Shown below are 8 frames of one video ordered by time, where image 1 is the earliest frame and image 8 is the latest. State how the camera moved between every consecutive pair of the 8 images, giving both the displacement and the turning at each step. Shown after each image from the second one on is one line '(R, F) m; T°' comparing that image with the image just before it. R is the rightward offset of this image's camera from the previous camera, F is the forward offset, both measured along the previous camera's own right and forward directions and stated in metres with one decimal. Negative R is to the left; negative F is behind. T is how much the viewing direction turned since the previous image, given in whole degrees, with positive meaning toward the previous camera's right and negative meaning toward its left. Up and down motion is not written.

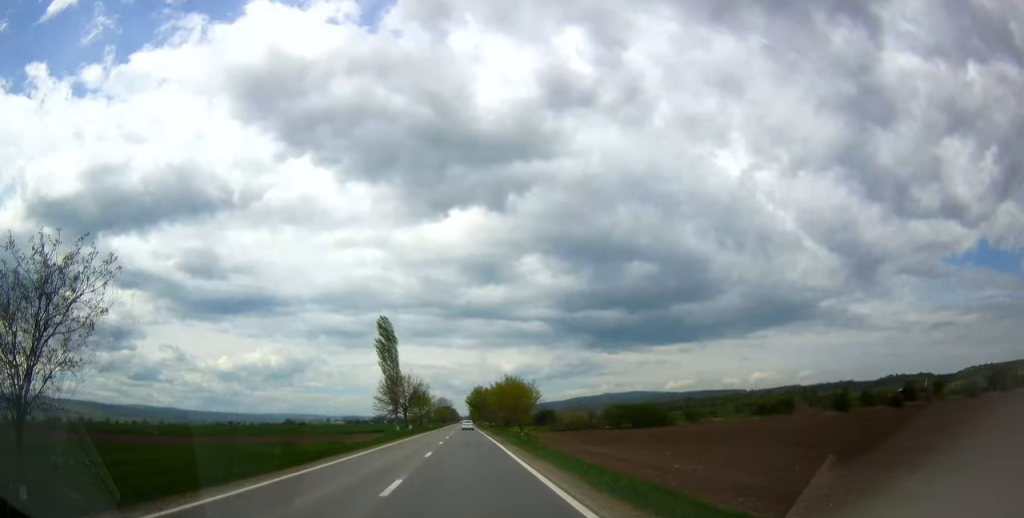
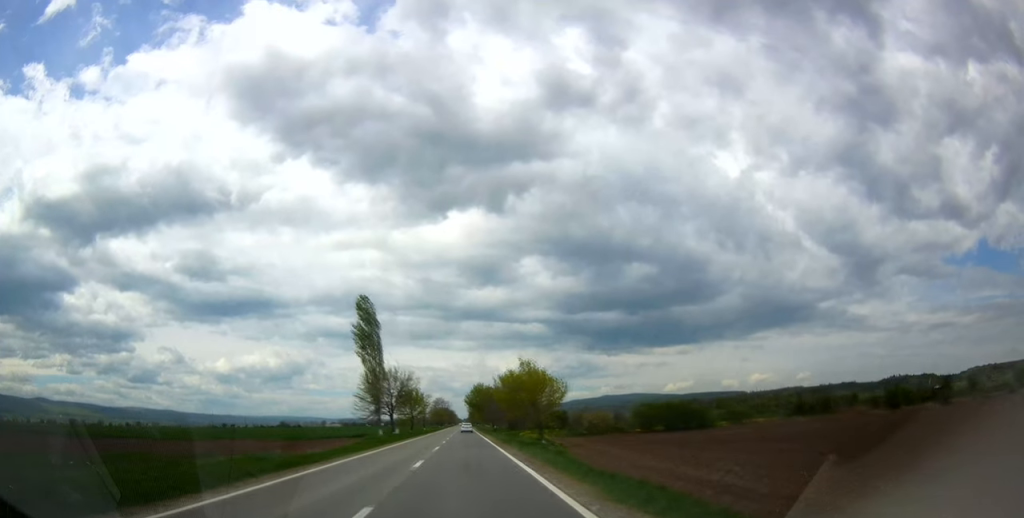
(-0.1, +17.0) m; 0°
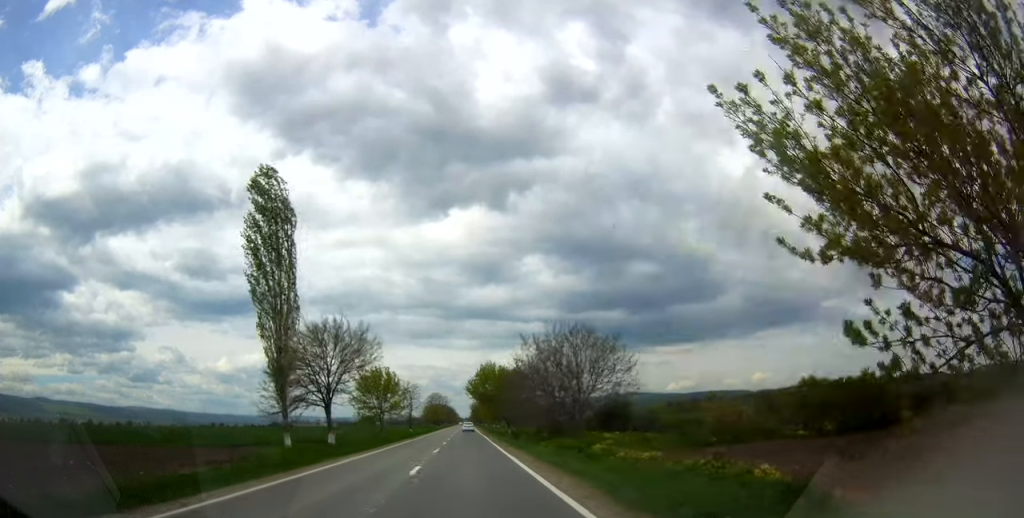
(+0.3, +39.0) m; +1°
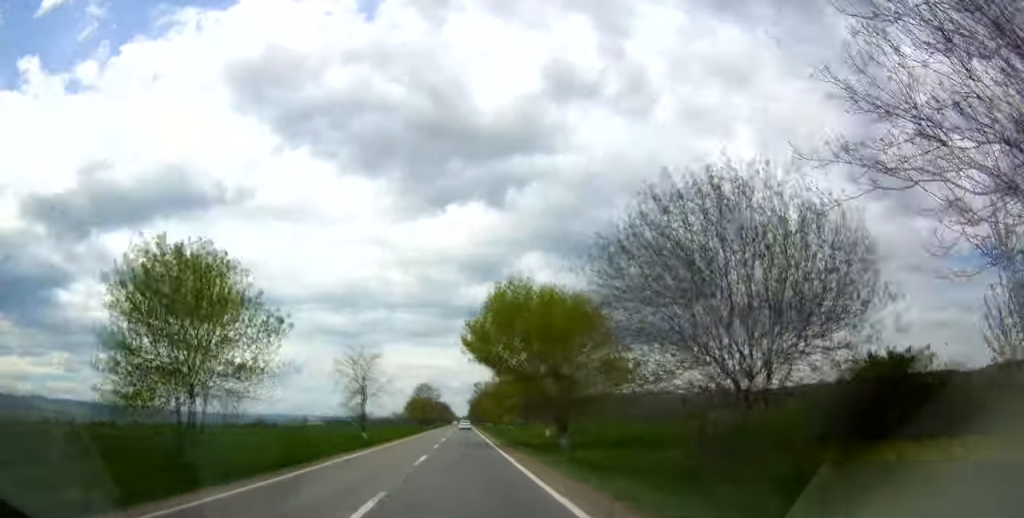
(-0.1, +44.9) m; -1°
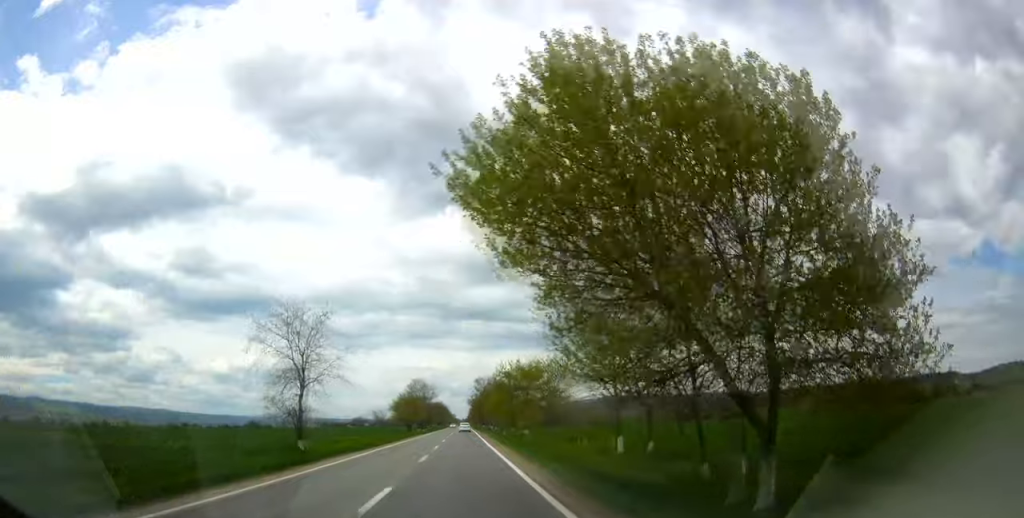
(0.0, +21.8) m; 0°
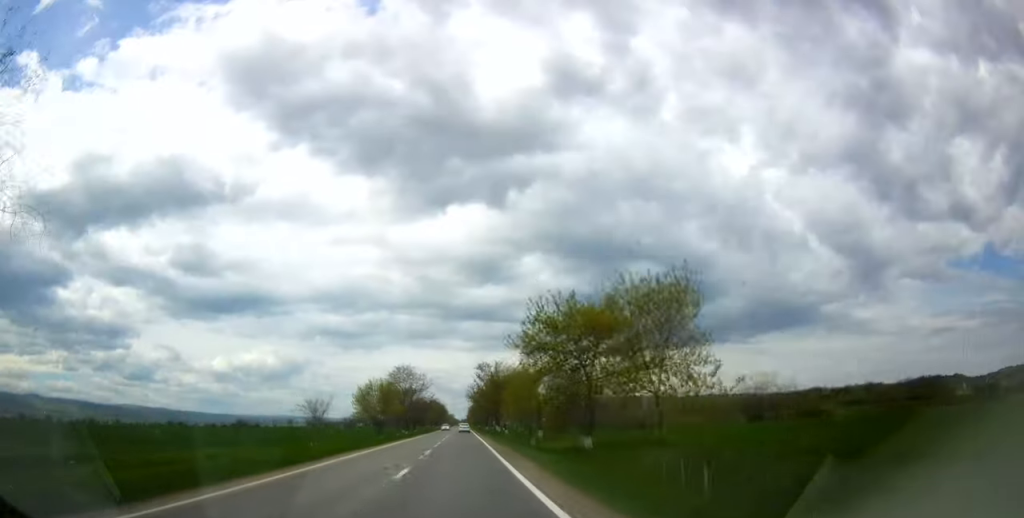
(0.0, +31.4) m; 0°
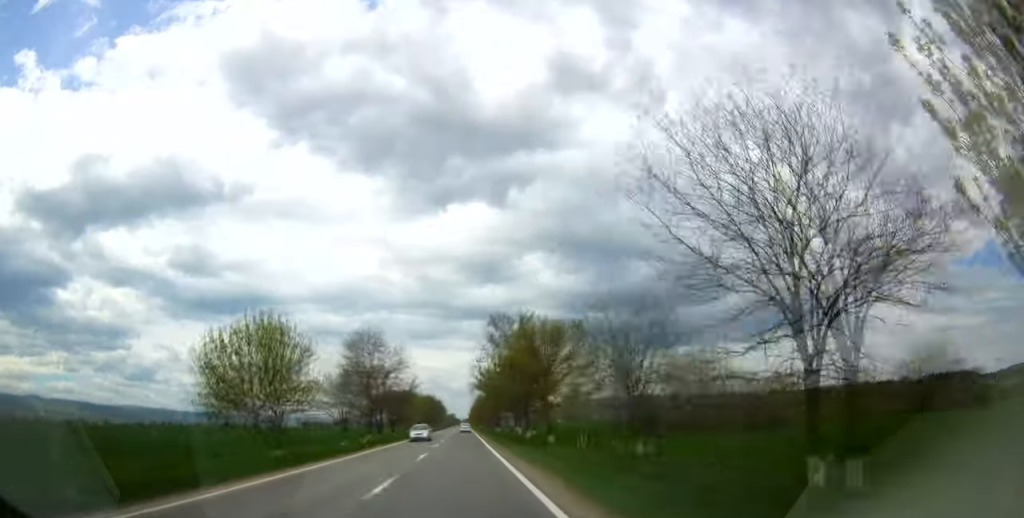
(+0.1, +40.1) m; +2°
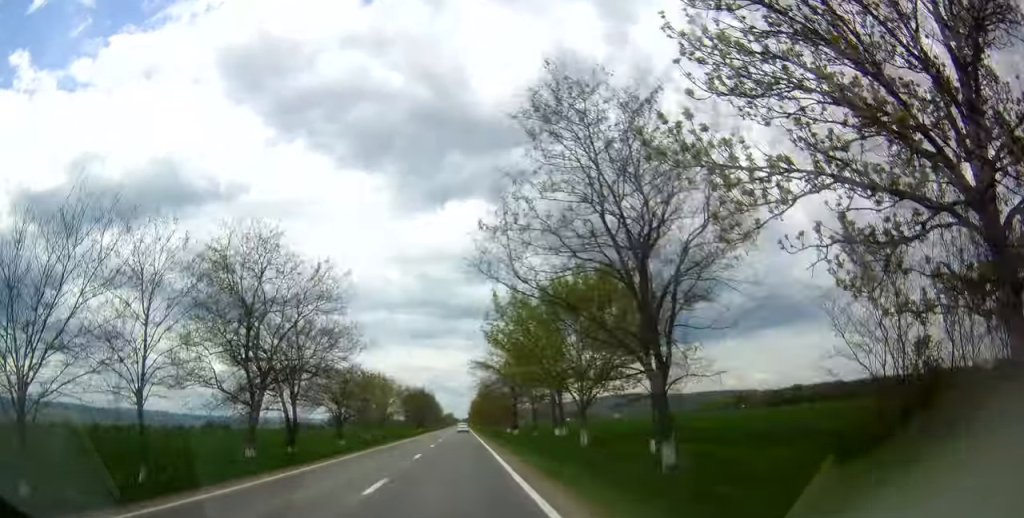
(+0.6, +36.7) m; -1°
